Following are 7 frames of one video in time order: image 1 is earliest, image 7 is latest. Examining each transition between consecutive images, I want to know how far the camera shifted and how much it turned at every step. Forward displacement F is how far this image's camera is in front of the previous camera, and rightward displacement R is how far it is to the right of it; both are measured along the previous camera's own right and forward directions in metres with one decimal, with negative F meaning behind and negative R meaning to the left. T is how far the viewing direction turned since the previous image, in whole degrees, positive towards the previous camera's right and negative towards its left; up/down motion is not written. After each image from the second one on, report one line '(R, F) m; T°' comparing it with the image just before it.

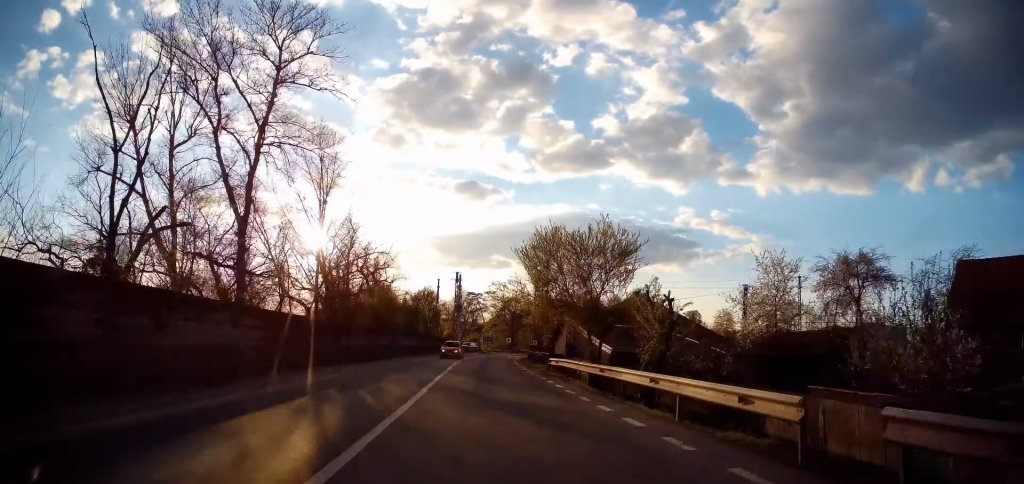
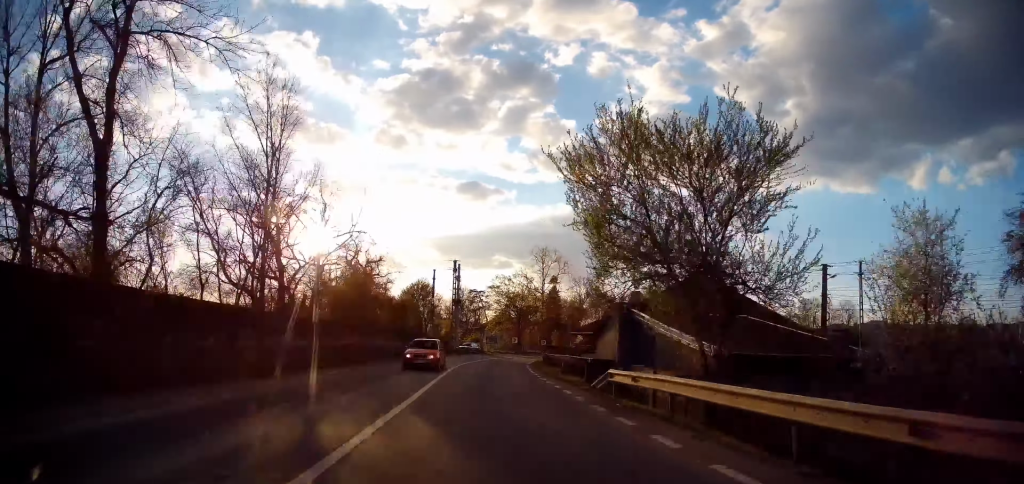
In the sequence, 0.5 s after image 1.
(-0.2, +12.0) m; -2°
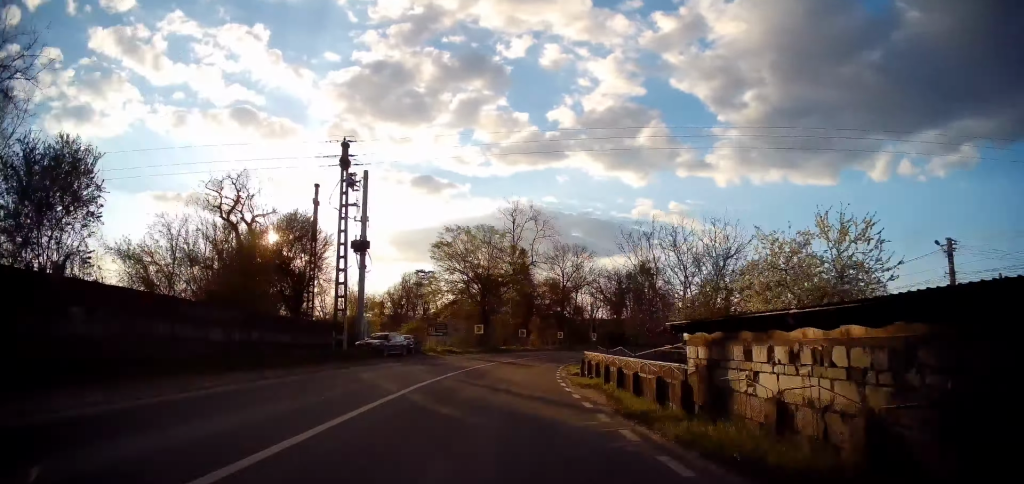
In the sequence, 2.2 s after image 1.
(-2.0, +40.0) m; -2°
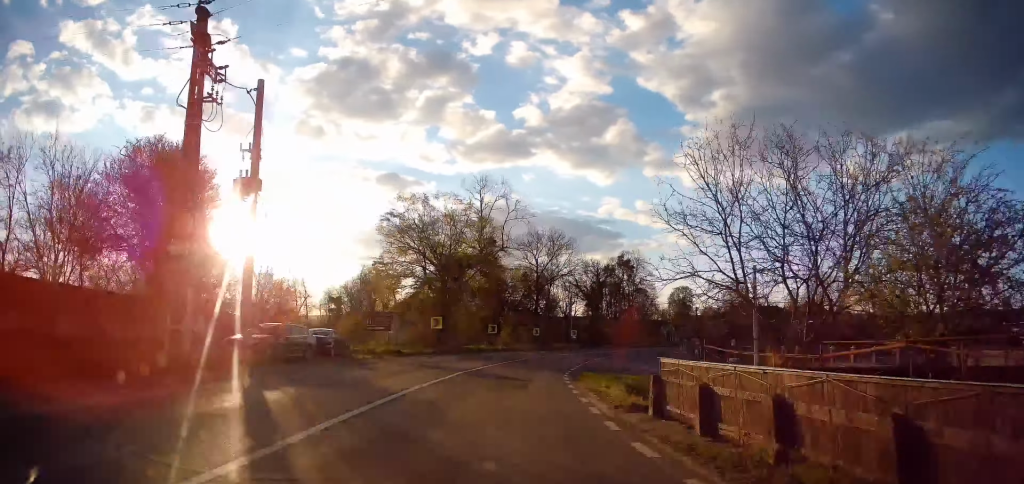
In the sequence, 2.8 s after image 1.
(+0.8, +13.5) m; +4°
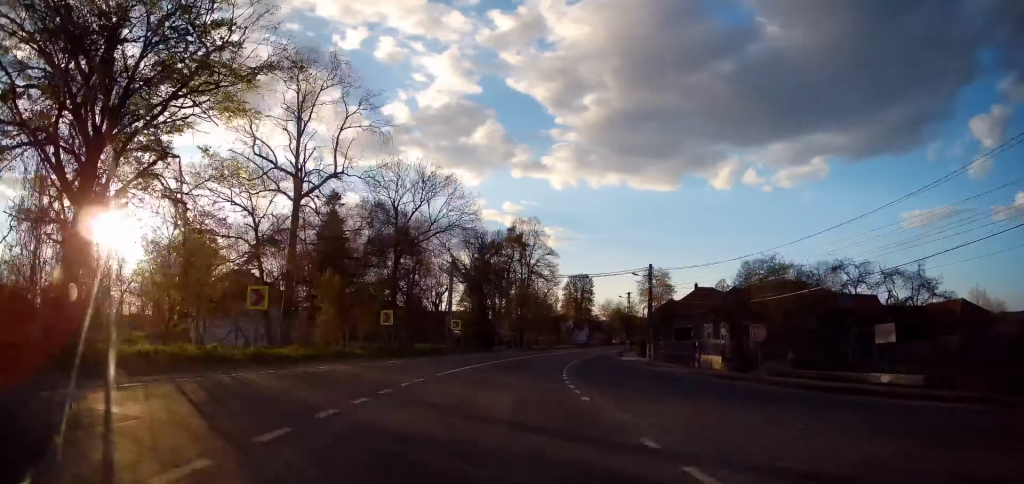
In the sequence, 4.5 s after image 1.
(+3.1, +37.1) m; +10°
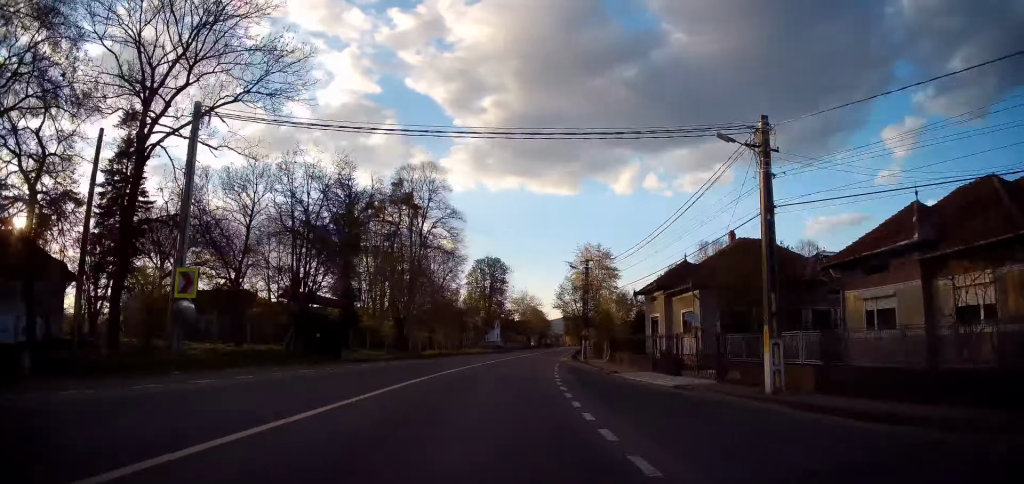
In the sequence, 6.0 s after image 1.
(+3.2, +31.8) m; +12°
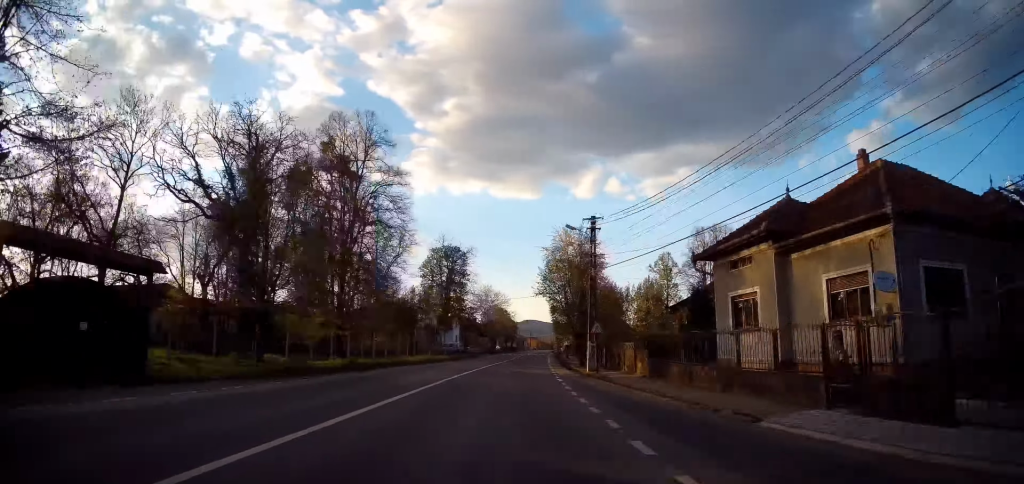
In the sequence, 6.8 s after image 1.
(+1.0, +17.2) m; +6°
